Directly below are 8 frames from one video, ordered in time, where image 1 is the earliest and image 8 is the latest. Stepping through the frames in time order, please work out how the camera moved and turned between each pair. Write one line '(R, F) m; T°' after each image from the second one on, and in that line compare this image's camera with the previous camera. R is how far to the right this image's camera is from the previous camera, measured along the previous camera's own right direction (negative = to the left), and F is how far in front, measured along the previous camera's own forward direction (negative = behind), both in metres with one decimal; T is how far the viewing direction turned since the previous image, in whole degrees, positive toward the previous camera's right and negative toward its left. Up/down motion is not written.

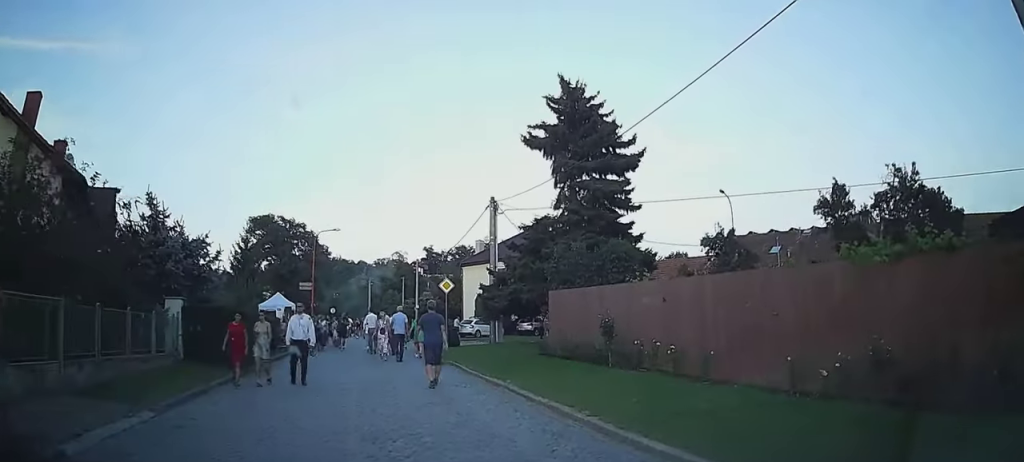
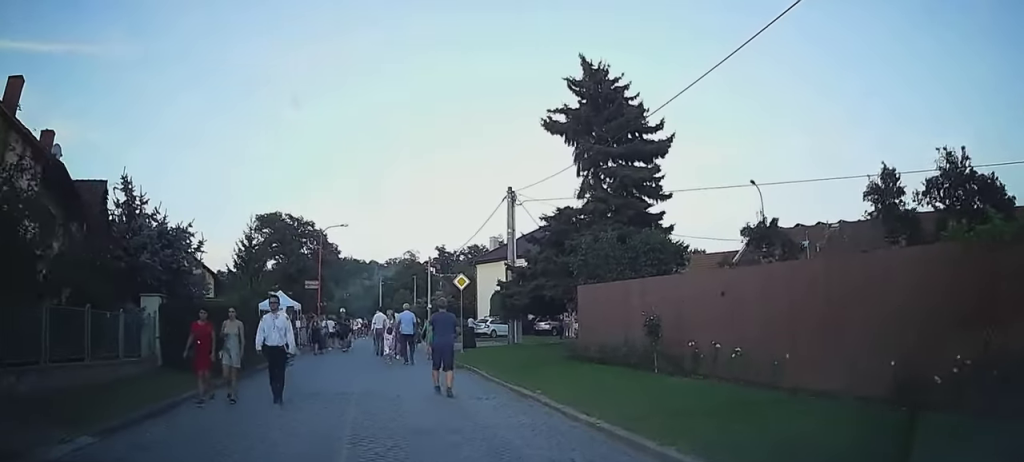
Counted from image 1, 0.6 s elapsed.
(+0.3, +2.9) m; +6°
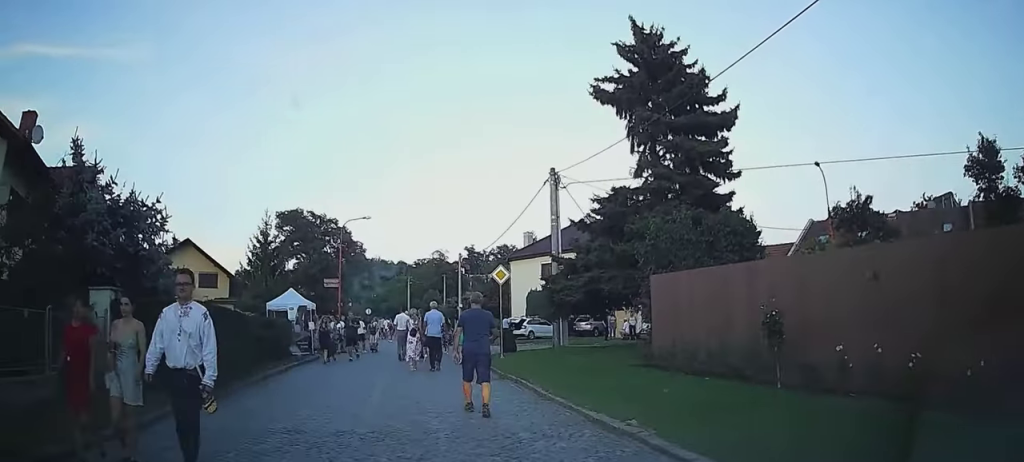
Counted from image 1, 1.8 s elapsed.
(+0.5, +4.9) m; +5°
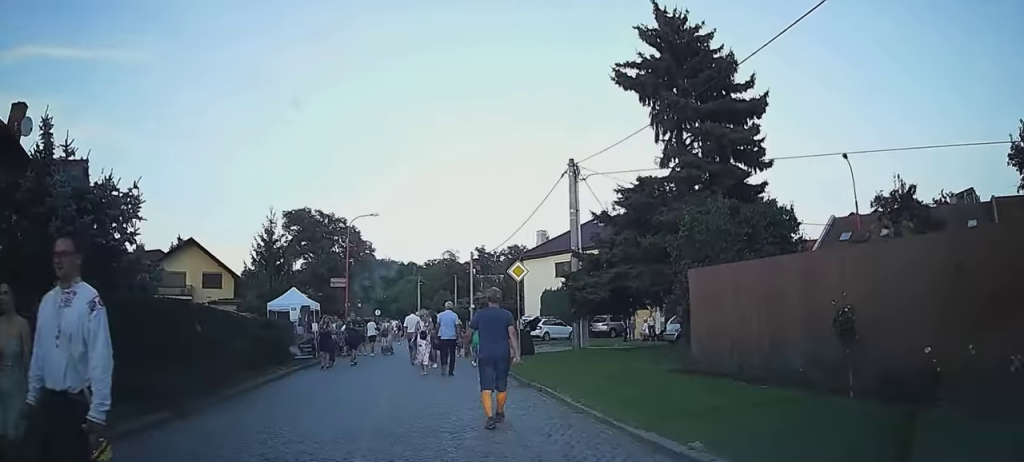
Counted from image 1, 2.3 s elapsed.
(0.0, +2.0) m; -1°
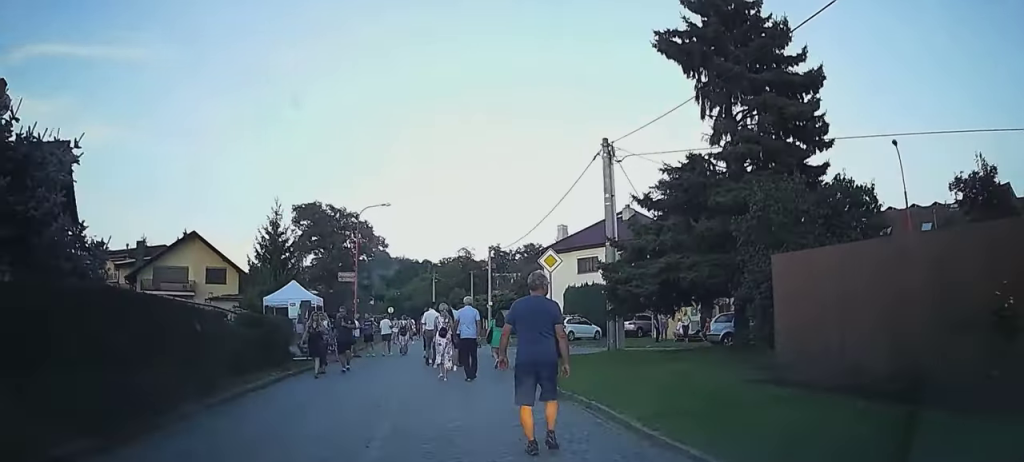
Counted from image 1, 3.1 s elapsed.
(-0.1, +2.9) m; -4°
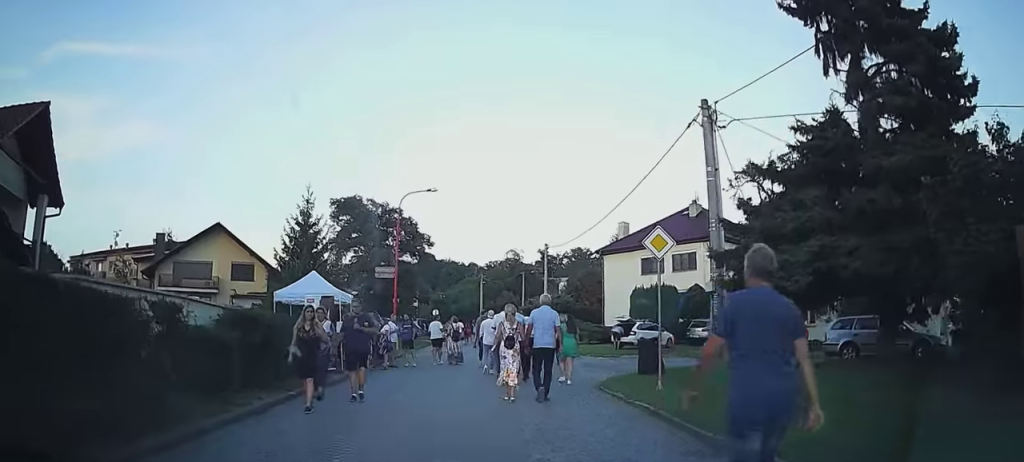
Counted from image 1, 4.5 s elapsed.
(-0.4, +4.6) m; -12°
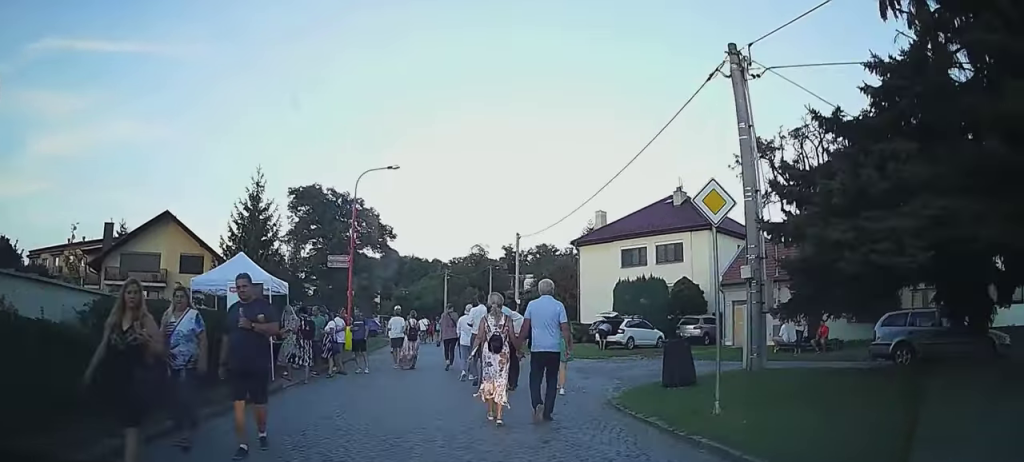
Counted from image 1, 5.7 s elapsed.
(-0.3, +3.3) m; +4°
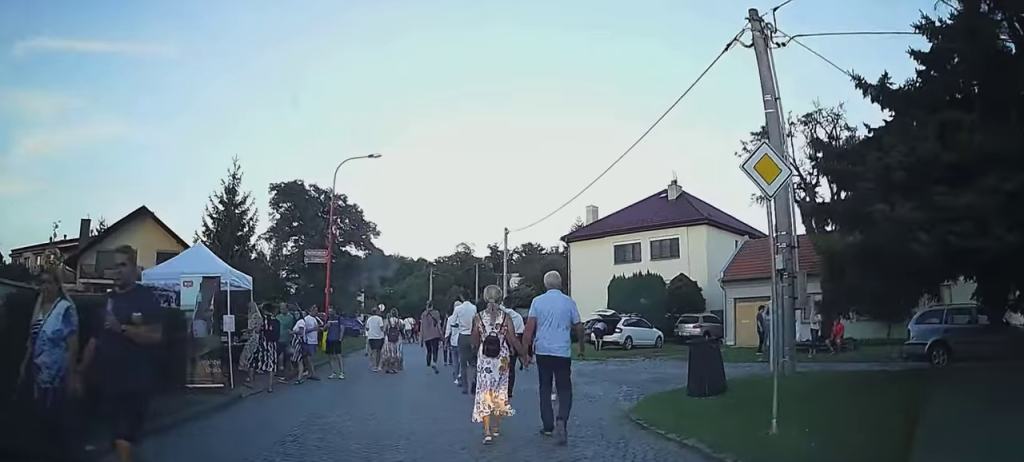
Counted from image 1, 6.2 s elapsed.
(-0.2, +1.6) m; +11°
